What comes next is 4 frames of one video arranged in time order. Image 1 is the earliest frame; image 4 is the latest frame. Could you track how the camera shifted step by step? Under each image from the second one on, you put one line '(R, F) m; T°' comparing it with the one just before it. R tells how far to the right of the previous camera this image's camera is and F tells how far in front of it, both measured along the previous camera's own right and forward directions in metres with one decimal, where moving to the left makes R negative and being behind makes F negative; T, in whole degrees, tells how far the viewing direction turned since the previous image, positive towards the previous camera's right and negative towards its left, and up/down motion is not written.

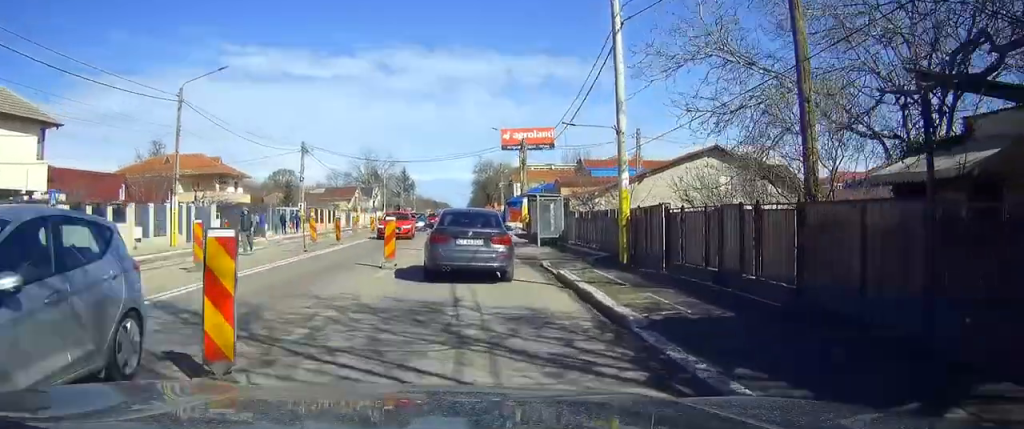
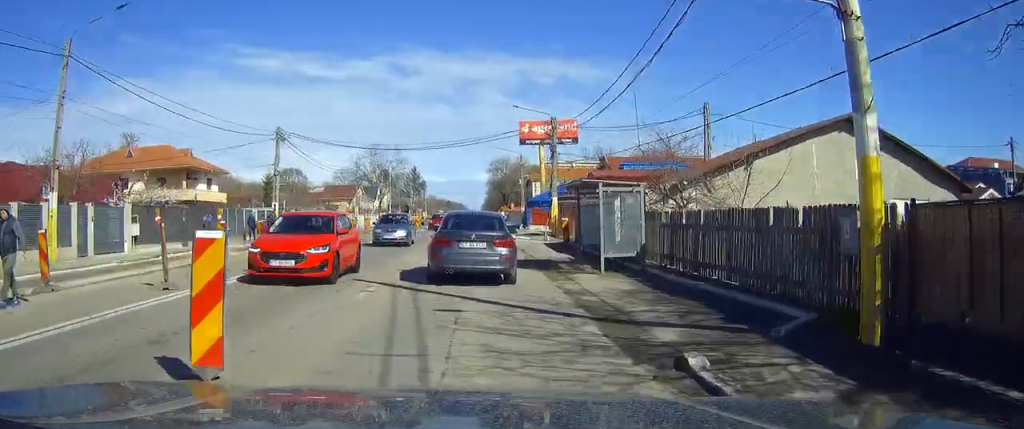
(-0.2, +12.9) m; 0°
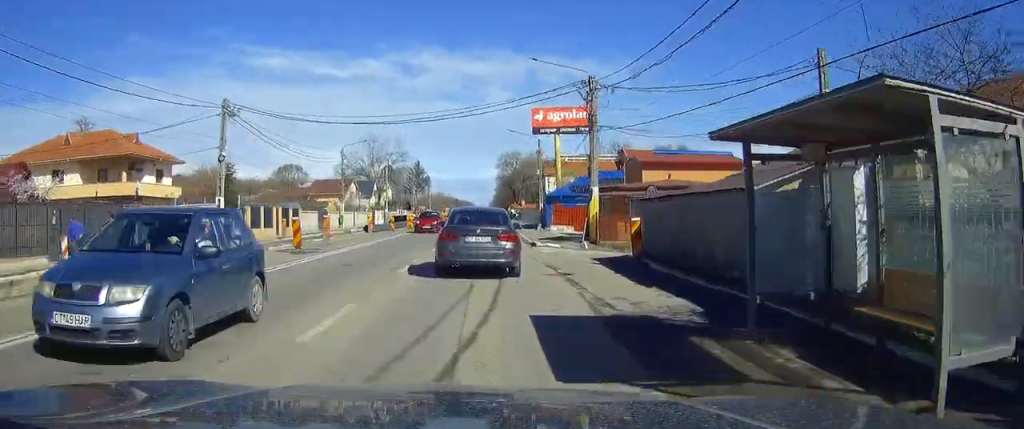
(0.0, +13.3) m; -1°
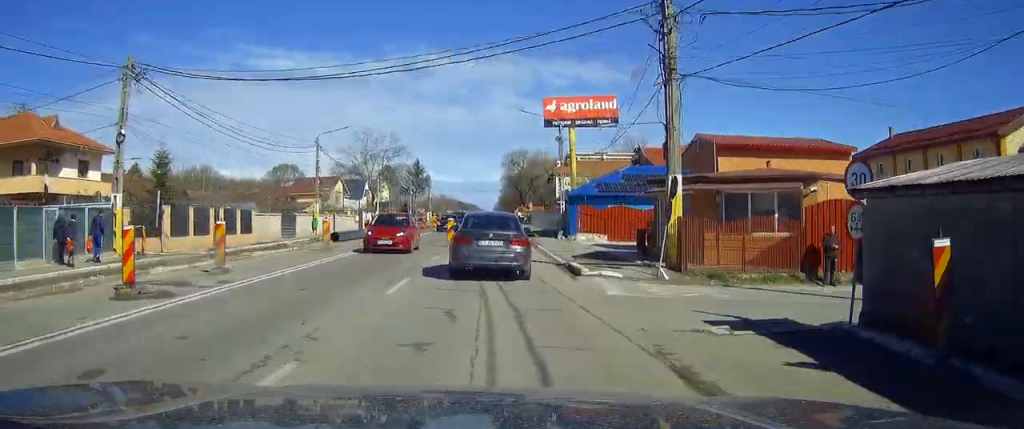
(-0.2, +13.1) m; 0°
